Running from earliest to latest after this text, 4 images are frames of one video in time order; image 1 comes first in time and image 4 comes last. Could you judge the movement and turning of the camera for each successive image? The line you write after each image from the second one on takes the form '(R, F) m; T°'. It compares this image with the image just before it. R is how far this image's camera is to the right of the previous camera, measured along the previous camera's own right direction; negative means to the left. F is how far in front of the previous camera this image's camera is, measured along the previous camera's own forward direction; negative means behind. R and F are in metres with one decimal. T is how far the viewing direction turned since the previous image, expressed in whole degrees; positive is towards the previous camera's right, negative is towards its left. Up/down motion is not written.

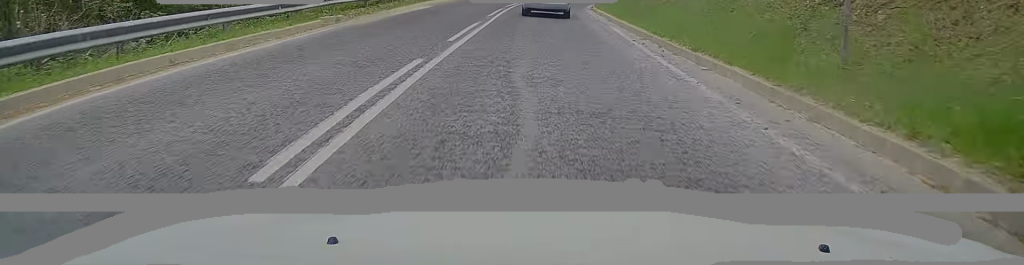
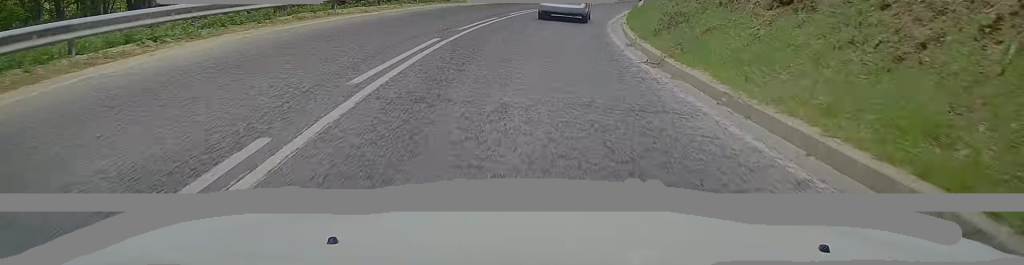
(+0.8, +24.3) m; +4°
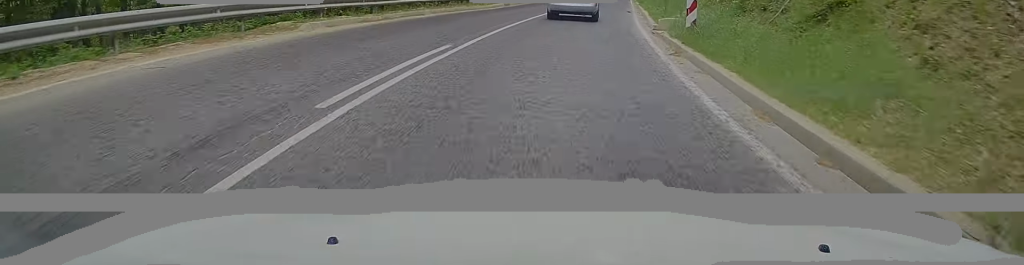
(+0.5, +19.3) m; +4°
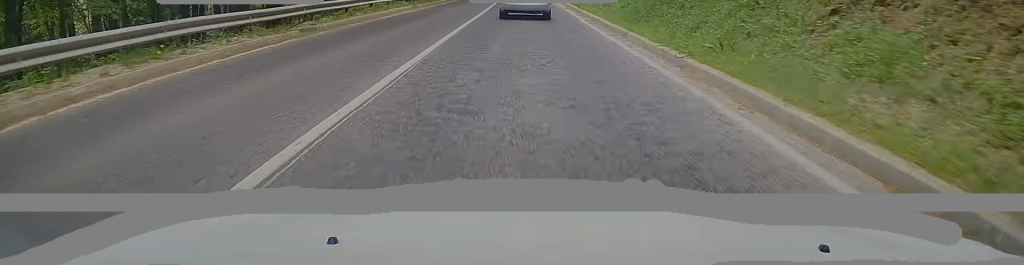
(+4.3, +45.2) m; +9°
